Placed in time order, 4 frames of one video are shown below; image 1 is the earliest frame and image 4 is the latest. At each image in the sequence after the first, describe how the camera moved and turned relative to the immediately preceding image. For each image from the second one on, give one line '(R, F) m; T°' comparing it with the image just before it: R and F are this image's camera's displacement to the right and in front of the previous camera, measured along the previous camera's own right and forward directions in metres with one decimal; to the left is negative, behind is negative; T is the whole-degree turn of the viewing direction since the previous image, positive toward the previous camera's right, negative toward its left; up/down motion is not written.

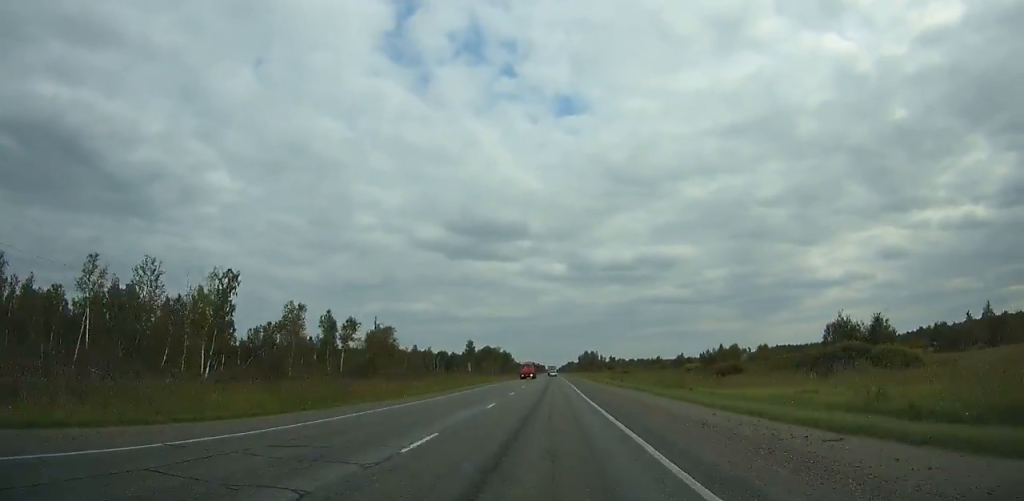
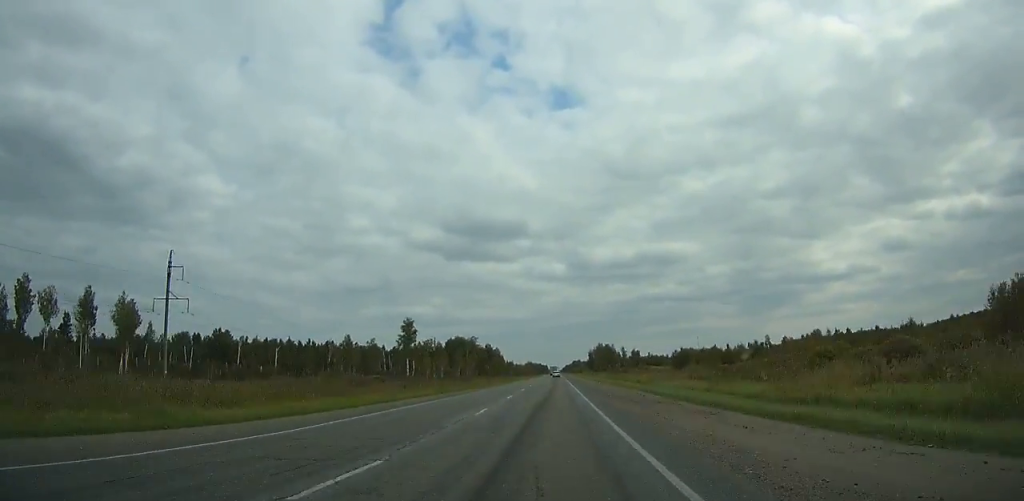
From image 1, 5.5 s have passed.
(+0.5, +121.0) m; 0°
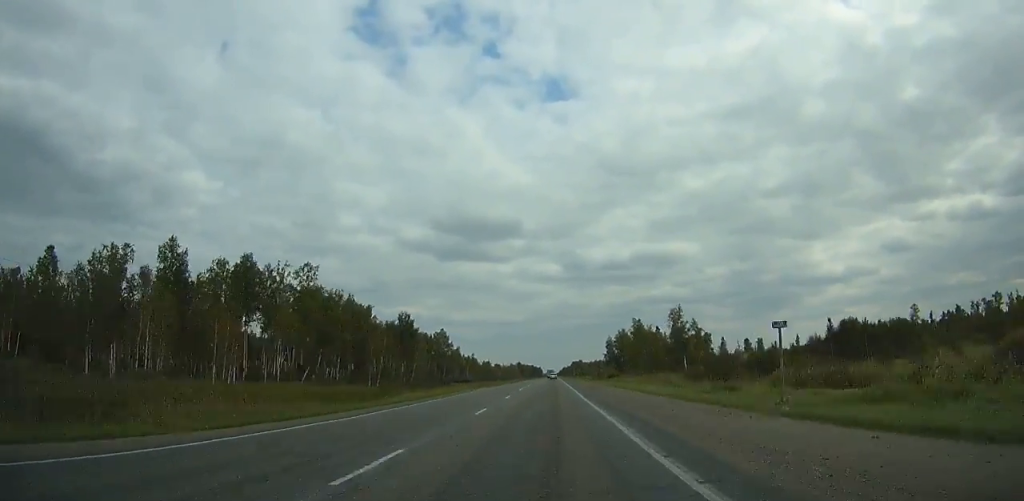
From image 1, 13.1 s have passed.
(+1.2, +167.9) m; 0°
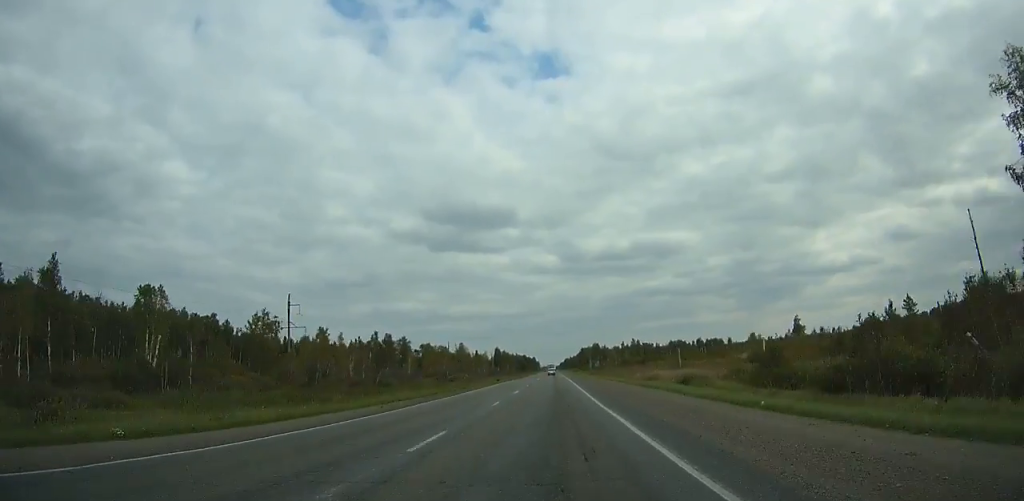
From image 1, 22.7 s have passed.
(-1.2, +221.1) m; 0°
